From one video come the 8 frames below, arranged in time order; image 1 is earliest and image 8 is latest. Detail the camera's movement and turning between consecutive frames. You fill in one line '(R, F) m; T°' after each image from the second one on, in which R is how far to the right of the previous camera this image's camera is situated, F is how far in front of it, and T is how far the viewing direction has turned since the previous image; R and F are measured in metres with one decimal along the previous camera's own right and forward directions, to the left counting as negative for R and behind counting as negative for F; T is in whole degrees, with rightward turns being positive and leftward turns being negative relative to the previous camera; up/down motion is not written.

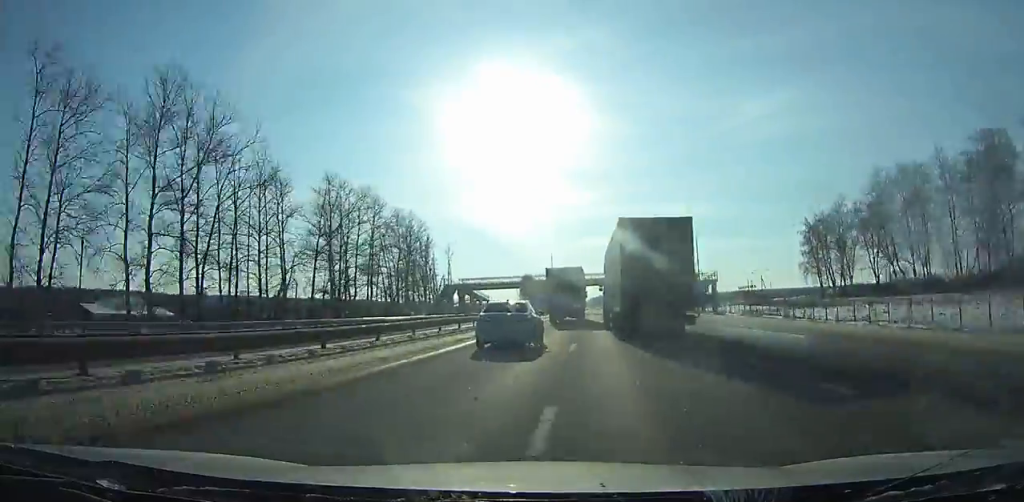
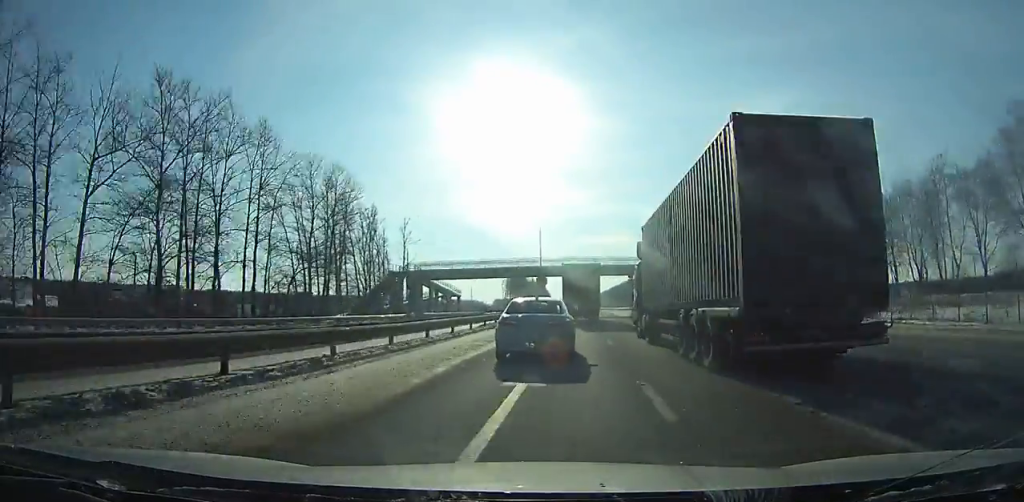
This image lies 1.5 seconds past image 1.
(-0.2, +34.1) m; 0°
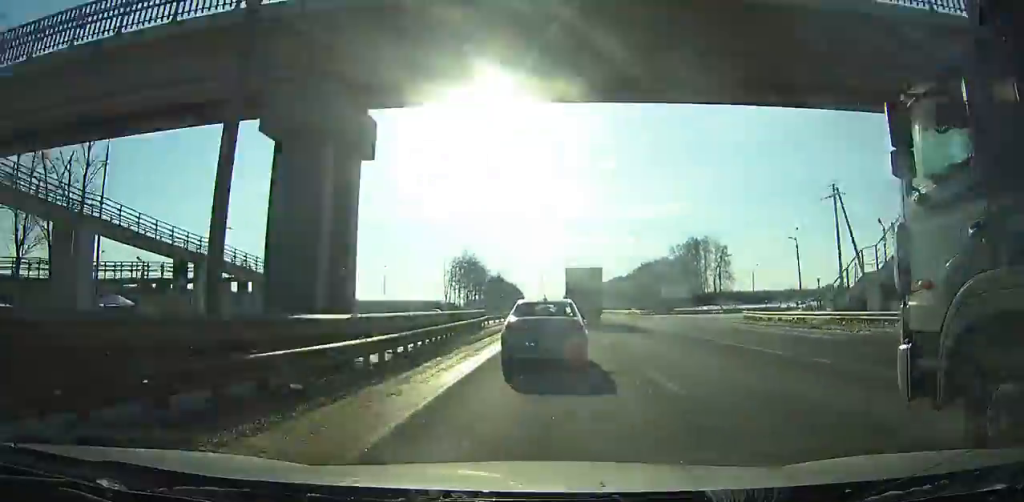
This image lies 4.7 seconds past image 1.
(+0.7, +72.1) m; +1°
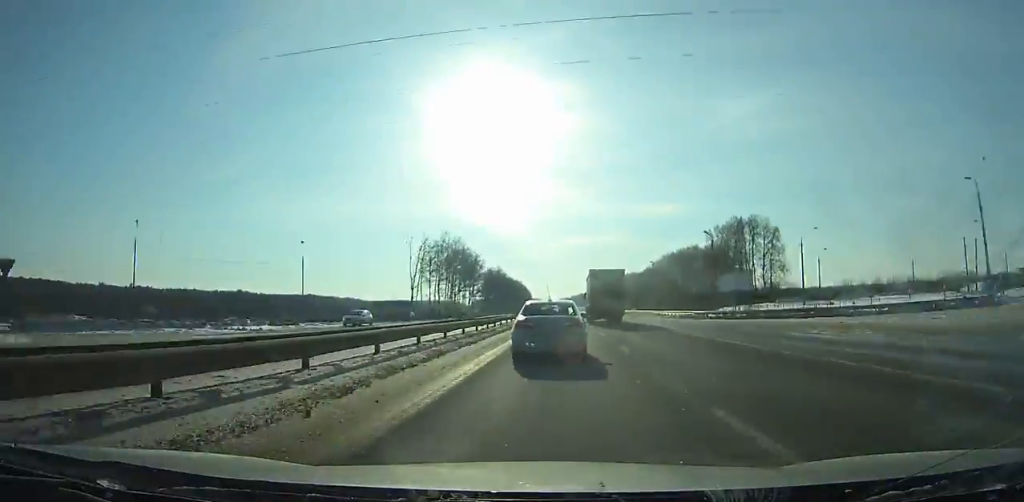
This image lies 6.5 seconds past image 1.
(+0.1, +41.5) m; 0°
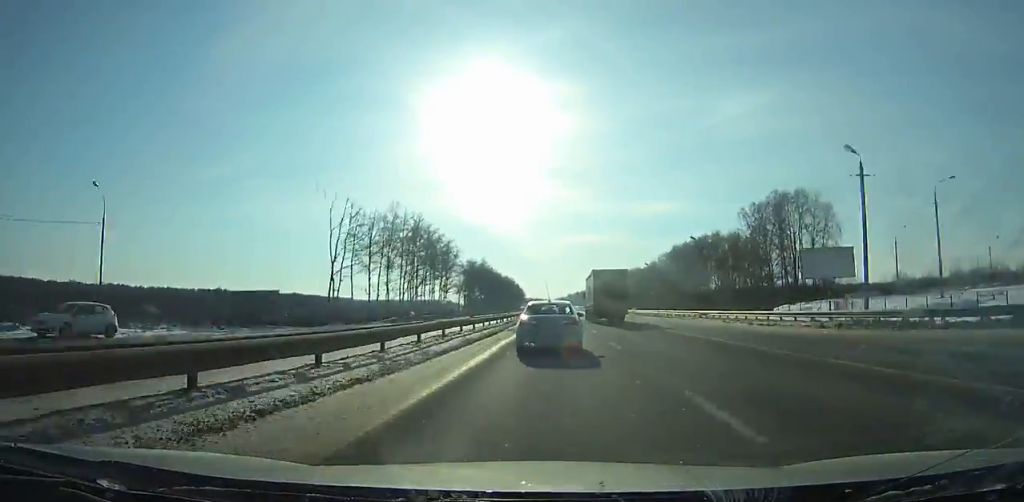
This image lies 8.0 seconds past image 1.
(0.0, +36.0) m; 0°
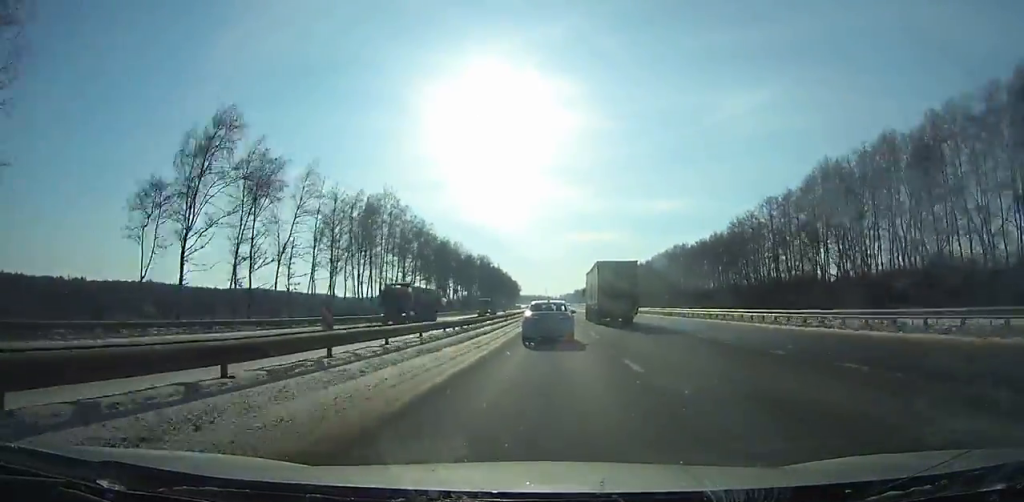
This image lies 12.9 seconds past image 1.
(-0.8, +125.8) m; 0°
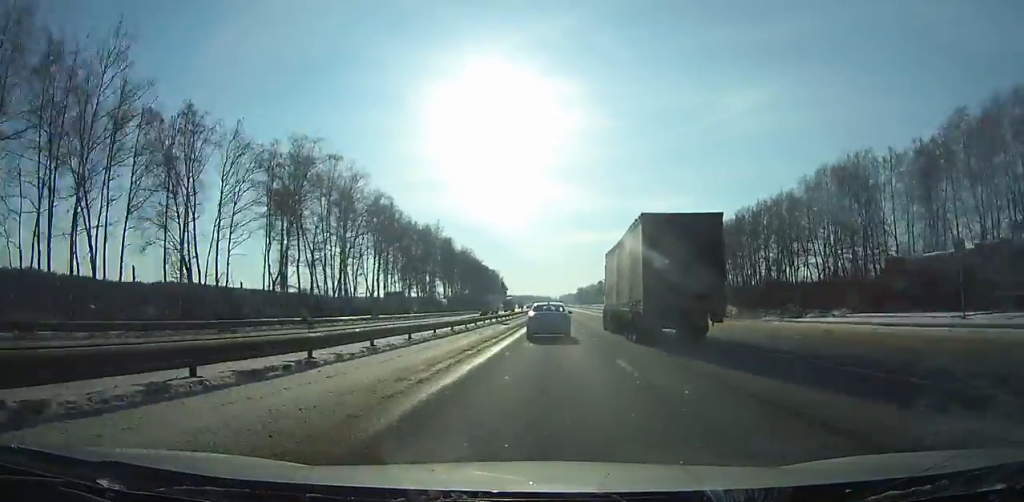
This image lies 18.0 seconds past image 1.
(+0.6, +144.8) m; 0°
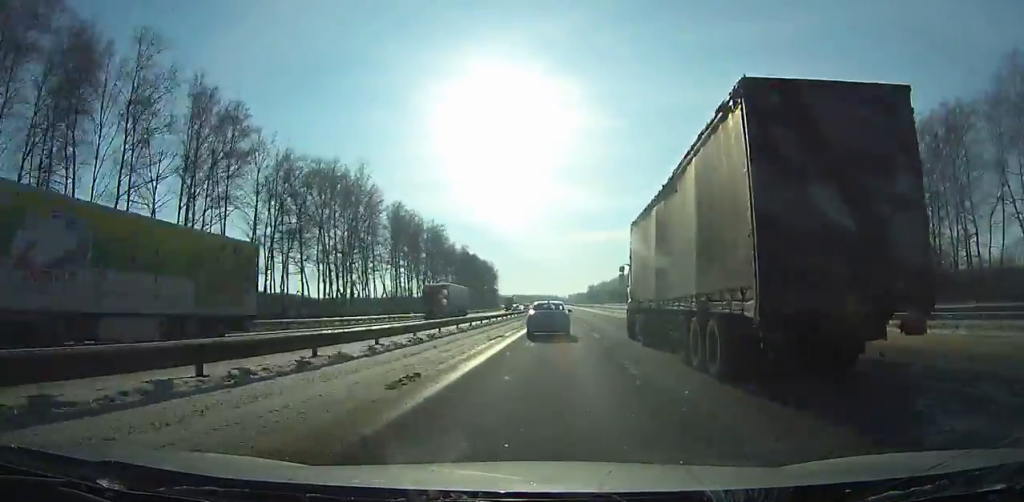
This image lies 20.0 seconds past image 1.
(-0.2, +59.1) m; 0°
